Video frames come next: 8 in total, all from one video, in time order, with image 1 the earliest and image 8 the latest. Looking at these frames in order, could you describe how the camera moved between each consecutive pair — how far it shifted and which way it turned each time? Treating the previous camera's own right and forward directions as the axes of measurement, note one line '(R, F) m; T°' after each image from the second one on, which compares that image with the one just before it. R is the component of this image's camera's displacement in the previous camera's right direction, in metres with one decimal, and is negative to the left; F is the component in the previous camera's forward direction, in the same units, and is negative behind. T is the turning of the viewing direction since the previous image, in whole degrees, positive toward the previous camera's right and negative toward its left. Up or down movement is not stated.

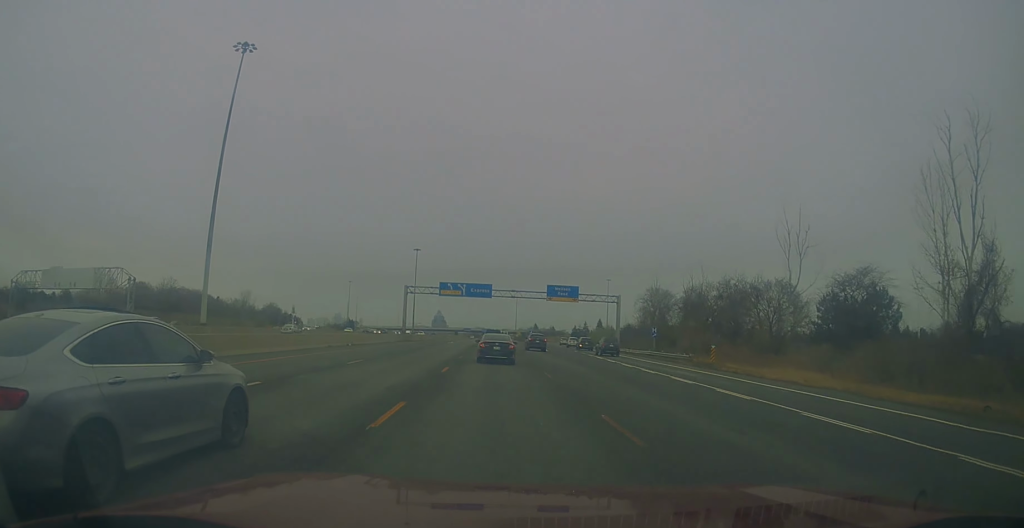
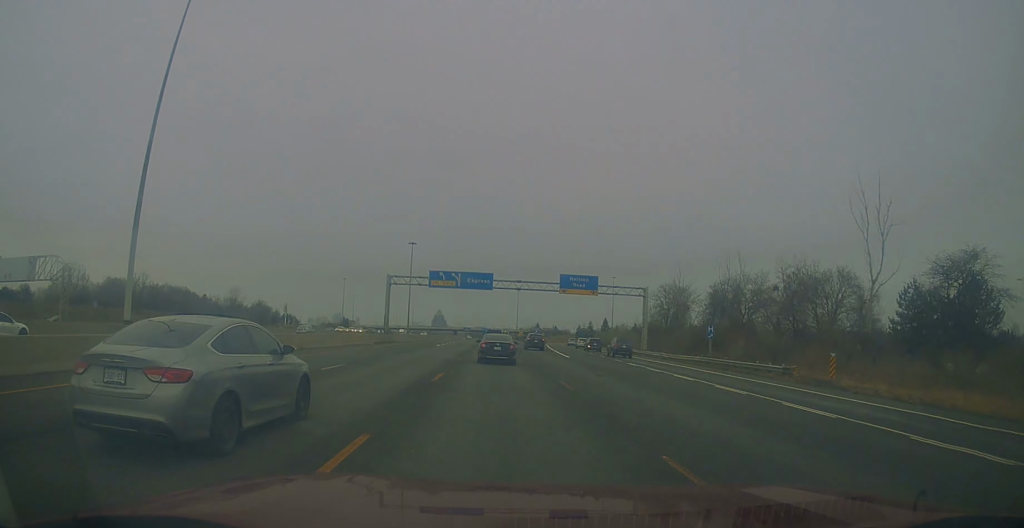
(0.0, +14.7) m; -1°
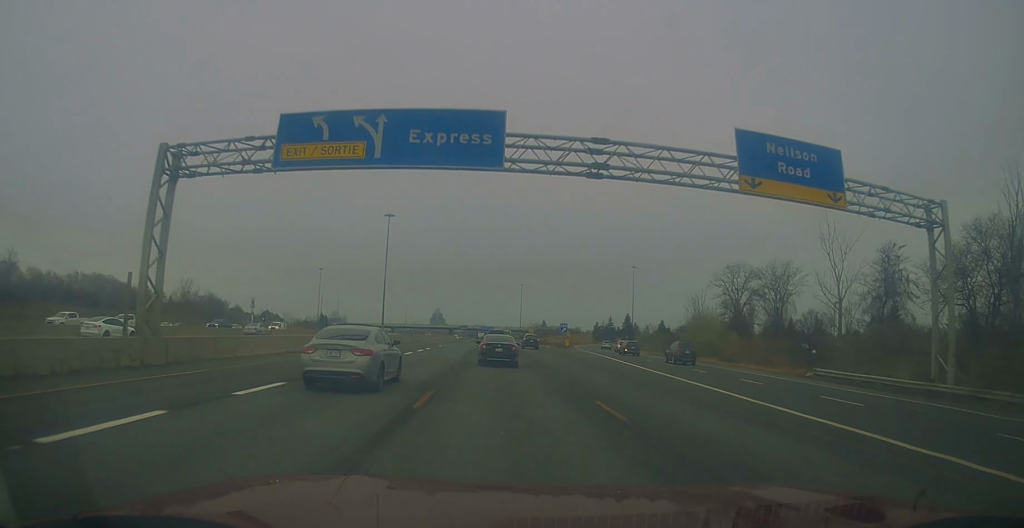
(-0.2, +51.5) m; +1°
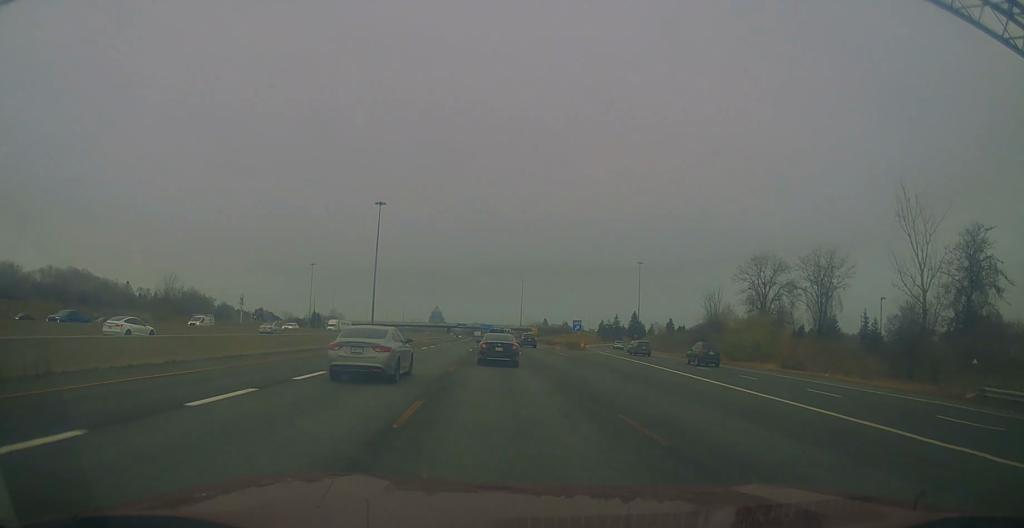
(+0.3, +14.2) m; 0°
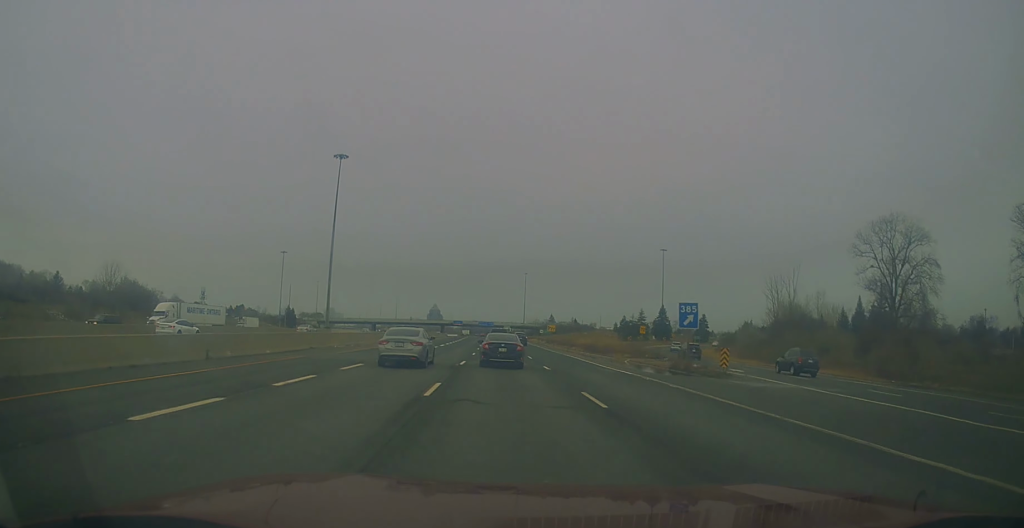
(-0.4, +43.9) m; 0°
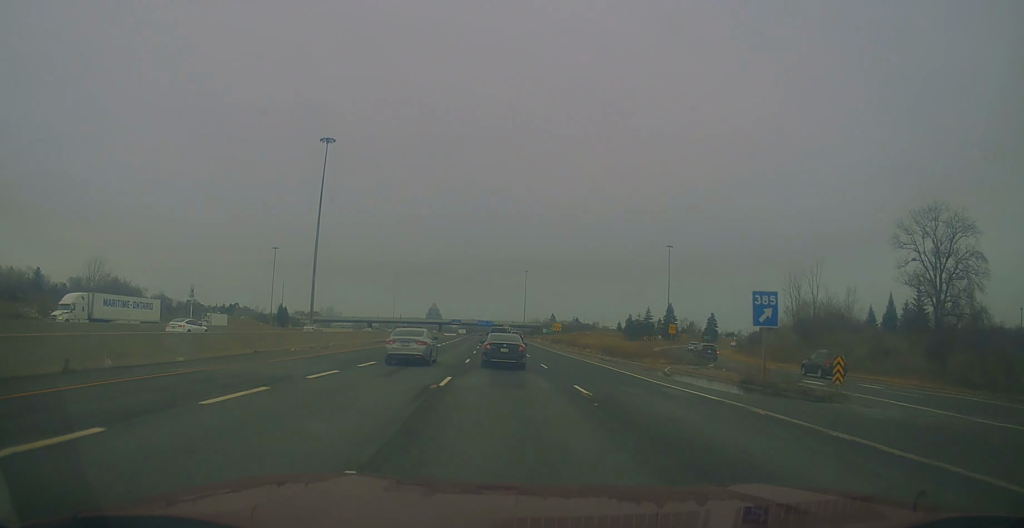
(0.0, +10.1) m; 0°
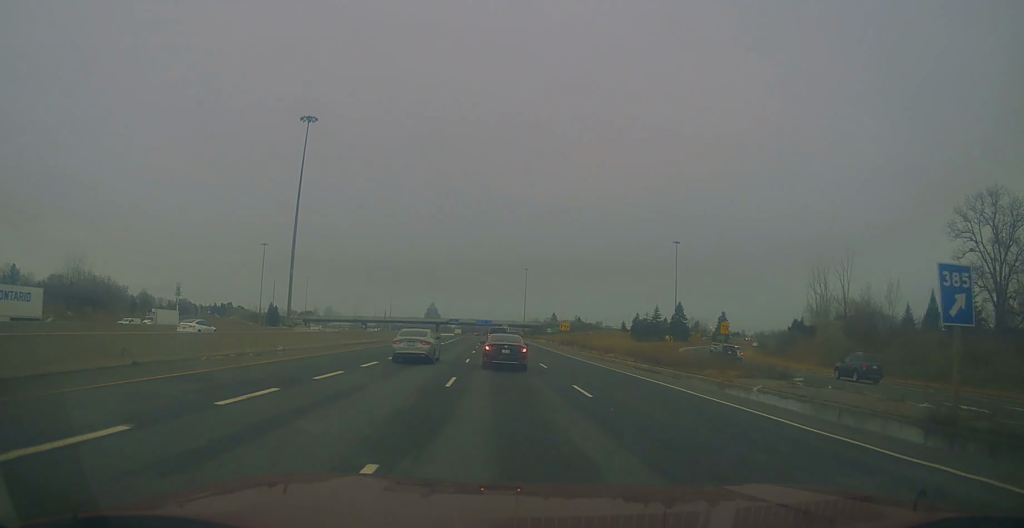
(0.0, +12.6) m; 0°
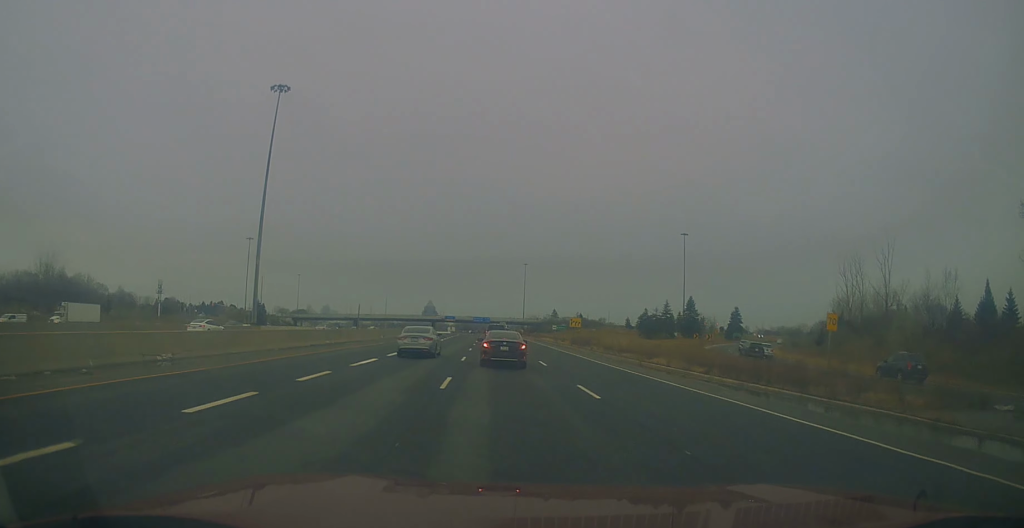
(+0.1, +13.5) m; 0°
